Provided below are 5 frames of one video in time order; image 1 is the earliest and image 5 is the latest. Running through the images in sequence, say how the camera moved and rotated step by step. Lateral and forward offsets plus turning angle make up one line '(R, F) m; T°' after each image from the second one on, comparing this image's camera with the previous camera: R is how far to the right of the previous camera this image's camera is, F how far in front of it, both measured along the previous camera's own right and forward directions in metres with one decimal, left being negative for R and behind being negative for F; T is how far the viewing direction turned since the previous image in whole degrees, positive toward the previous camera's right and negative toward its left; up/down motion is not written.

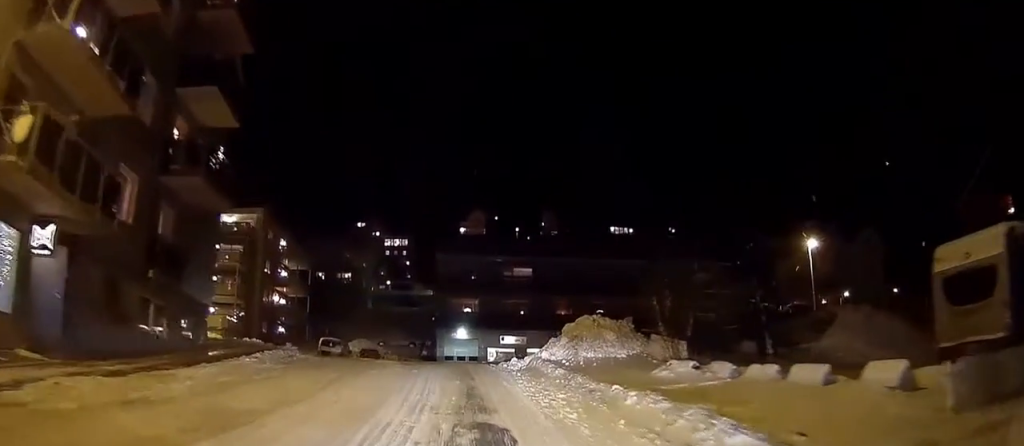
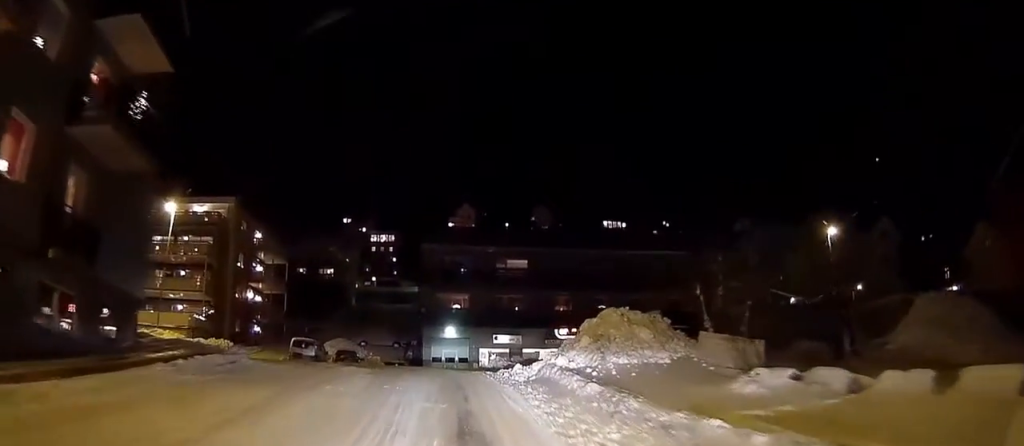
(0.0, +5.3) m; -1°
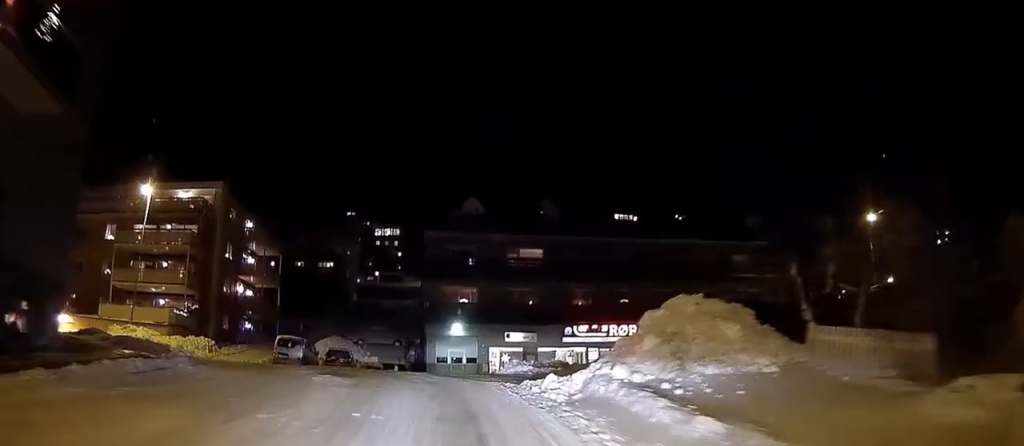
(0.0, +5.1) m; -2°
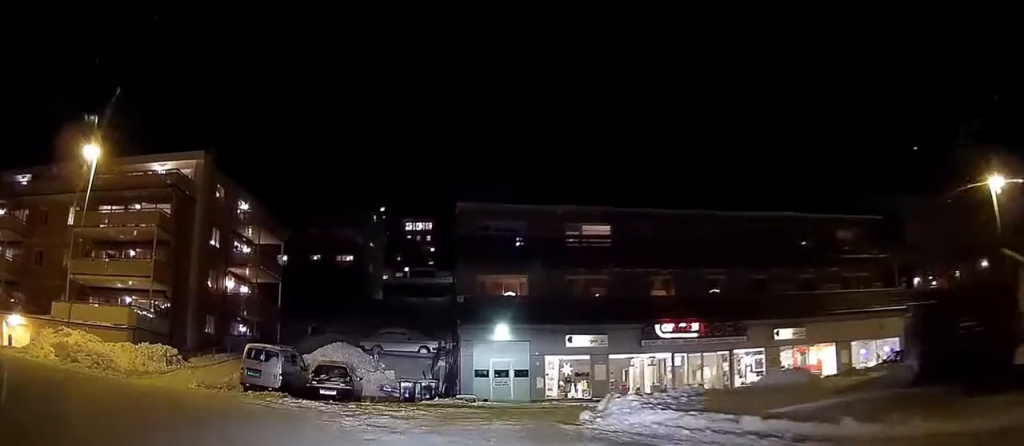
(-0.2, +11.0) m; -2°
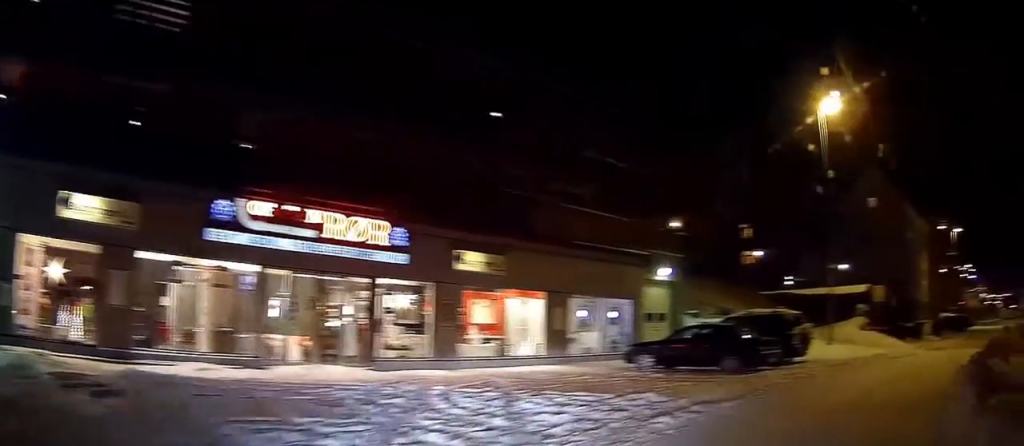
(+3.5, +18.1) m; +47°
